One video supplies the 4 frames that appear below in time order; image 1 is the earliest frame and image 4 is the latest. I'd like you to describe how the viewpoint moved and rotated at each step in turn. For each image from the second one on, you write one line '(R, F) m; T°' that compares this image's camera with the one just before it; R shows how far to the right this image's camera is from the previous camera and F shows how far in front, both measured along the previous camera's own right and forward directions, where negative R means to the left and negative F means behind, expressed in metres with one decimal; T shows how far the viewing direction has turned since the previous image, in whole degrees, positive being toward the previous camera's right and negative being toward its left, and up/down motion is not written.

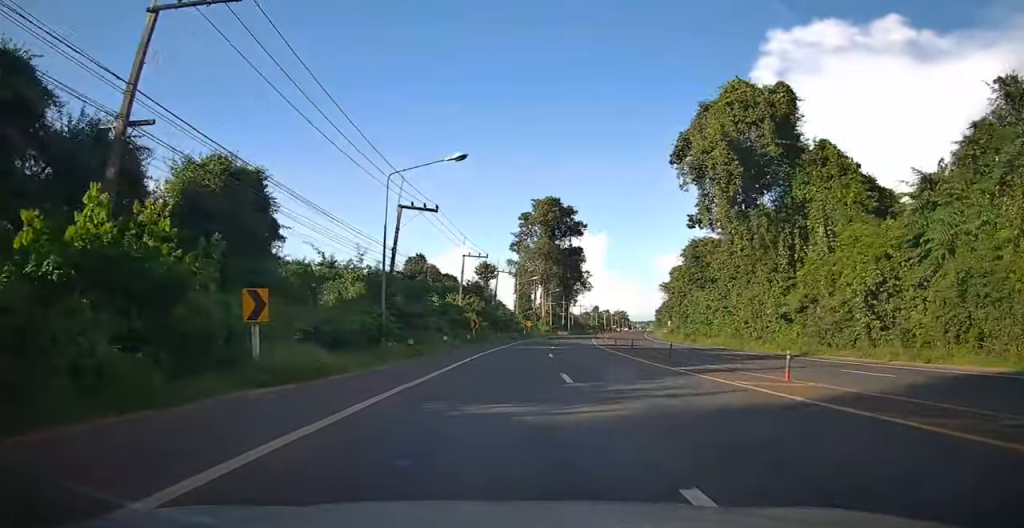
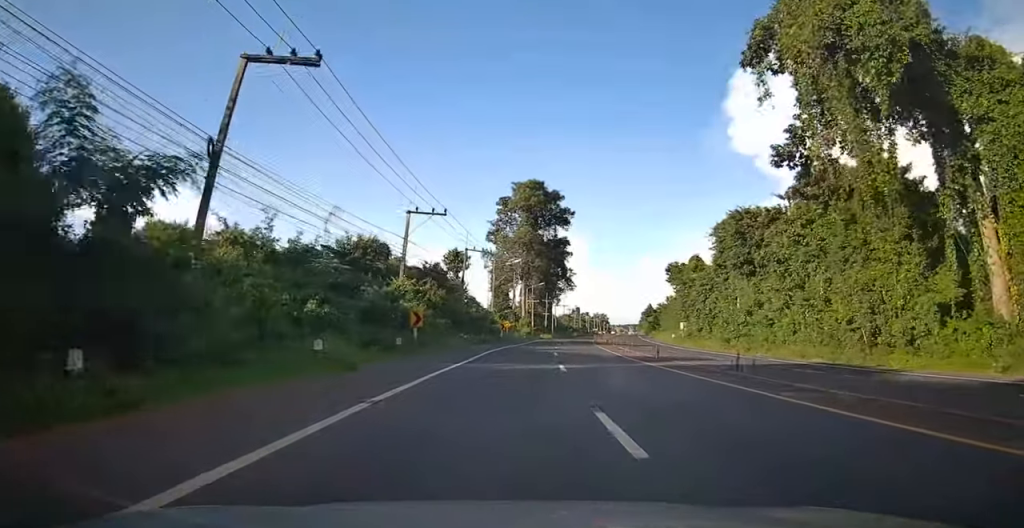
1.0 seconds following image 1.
(-0.5, +20.3) m; +2°
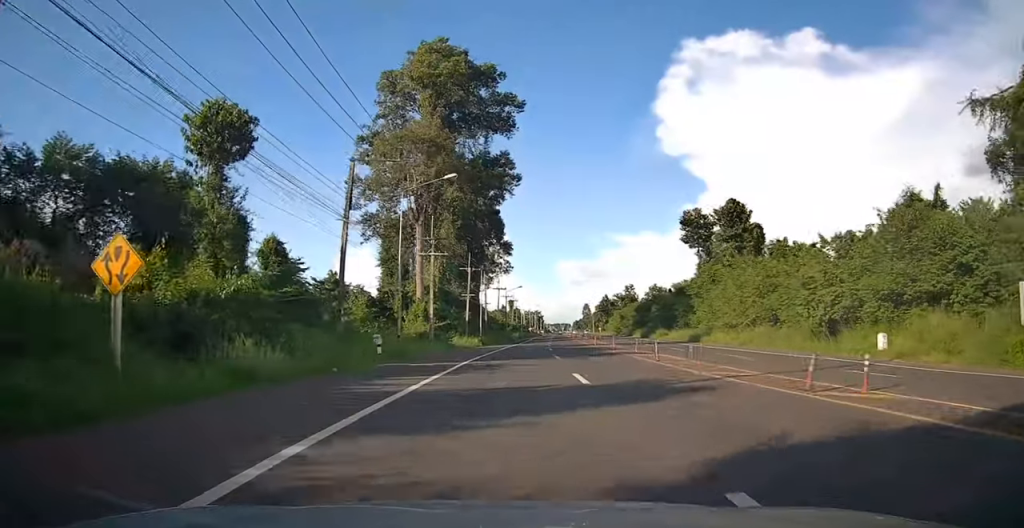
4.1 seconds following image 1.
(+5.3, +67.6) m; +7°
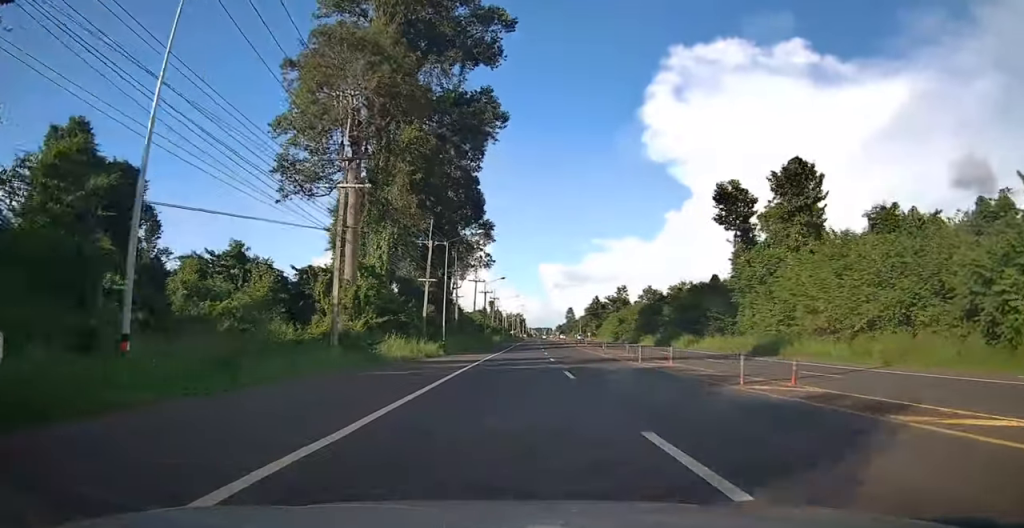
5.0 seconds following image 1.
(+0.7, +21.2) m; +2°
